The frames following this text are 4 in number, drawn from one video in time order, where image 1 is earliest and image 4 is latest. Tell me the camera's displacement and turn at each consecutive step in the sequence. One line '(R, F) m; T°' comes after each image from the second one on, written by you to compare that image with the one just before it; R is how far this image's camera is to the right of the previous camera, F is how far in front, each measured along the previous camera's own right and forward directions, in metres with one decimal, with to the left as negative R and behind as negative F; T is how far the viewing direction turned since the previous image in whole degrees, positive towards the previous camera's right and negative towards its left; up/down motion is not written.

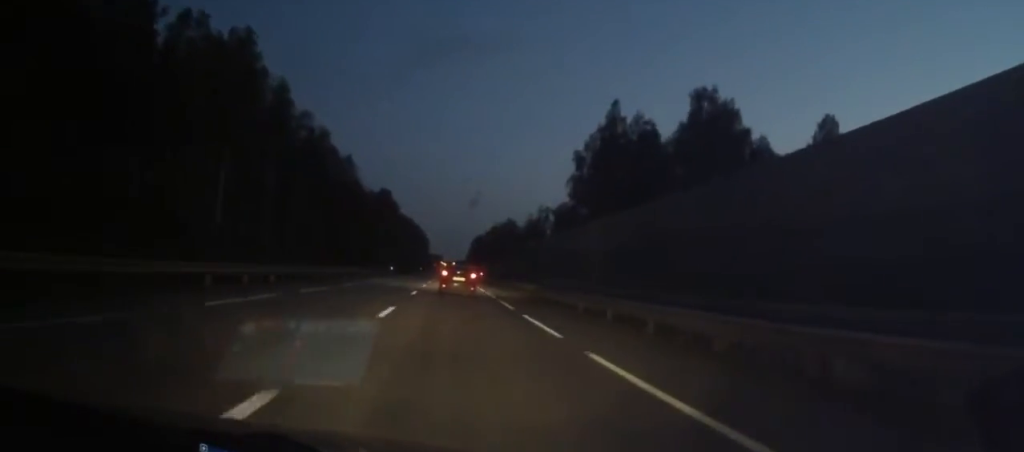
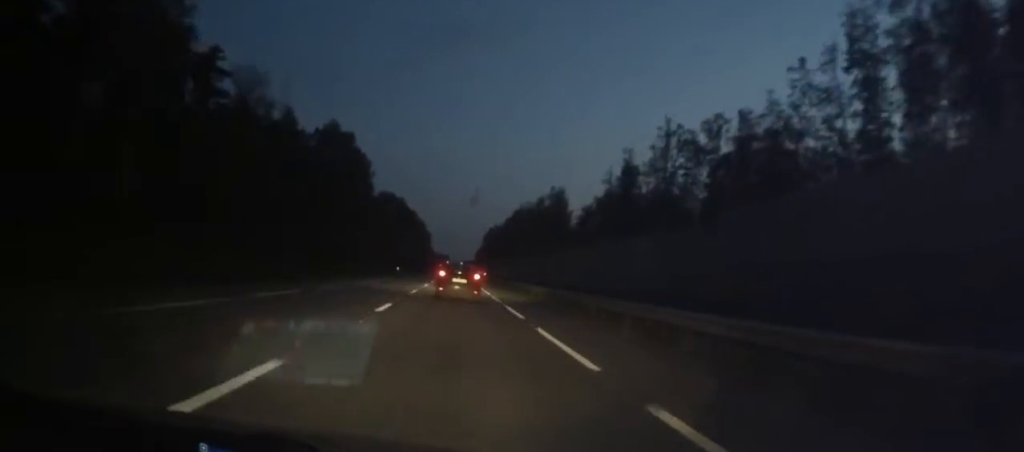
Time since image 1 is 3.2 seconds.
(0.0, +95.5) m; 0°
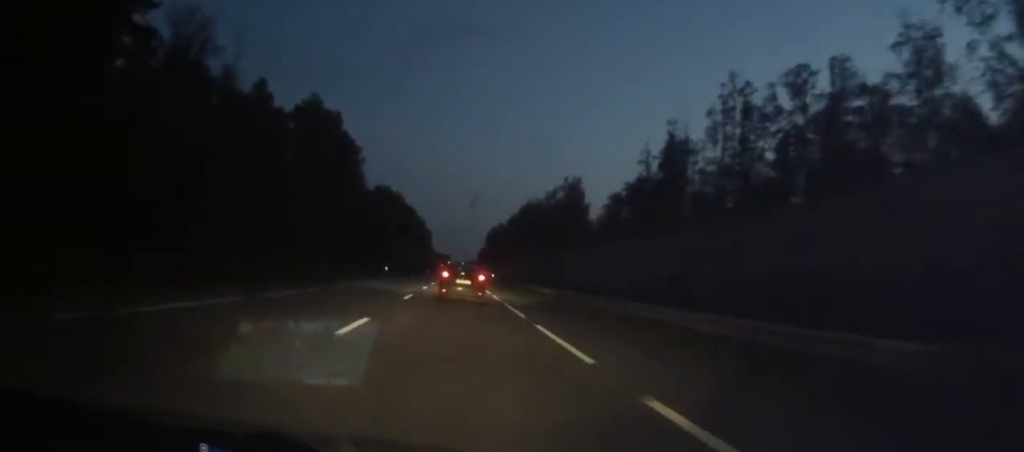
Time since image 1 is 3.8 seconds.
(+0.1, +17.6) m; 0°
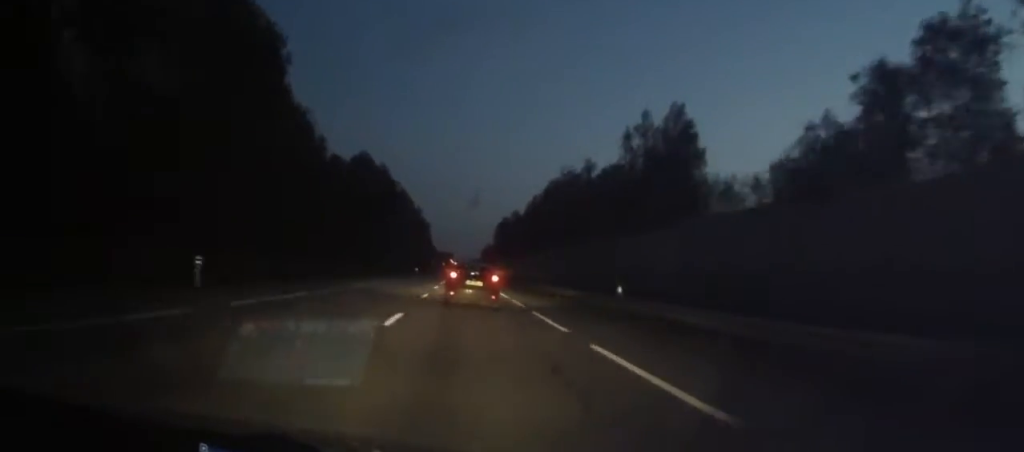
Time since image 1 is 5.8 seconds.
(-0.4, +58.8) m; -2°
